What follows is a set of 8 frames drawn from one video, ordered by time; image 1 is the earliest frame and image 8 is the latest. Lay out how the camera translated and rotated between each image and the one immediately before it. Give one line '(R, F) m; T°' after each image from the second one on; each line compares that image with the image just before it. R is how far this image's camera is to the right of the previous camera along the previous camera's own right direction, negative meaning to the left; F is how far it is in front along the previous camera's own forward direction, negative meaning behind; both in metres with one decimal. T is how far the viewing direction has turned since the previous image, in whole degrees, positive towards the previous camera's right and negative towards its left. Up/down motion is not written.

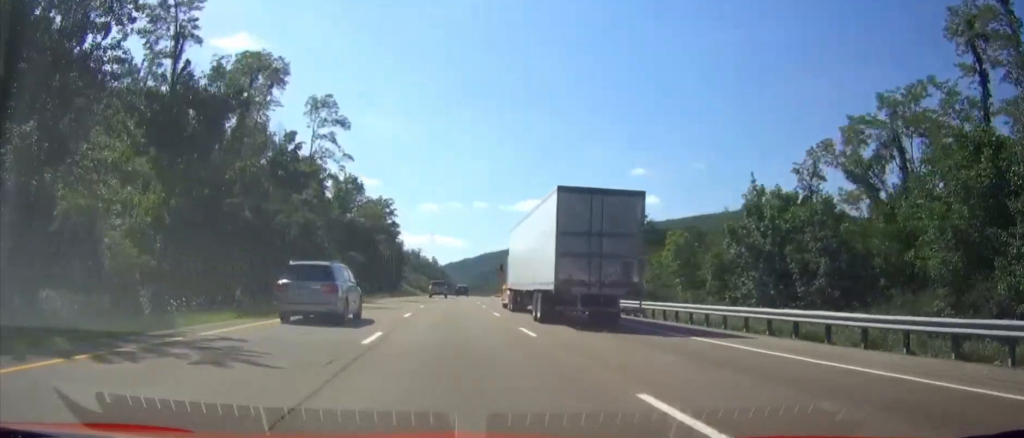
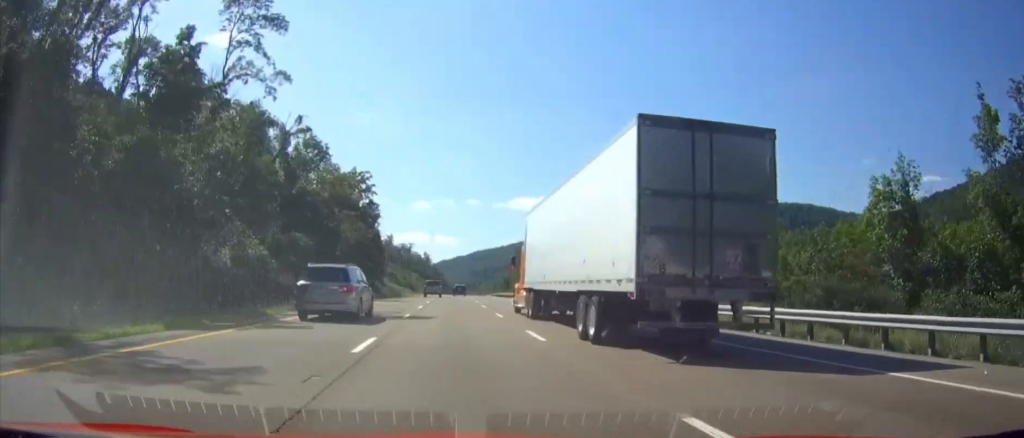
(+0.2, +25.7) m; +1°
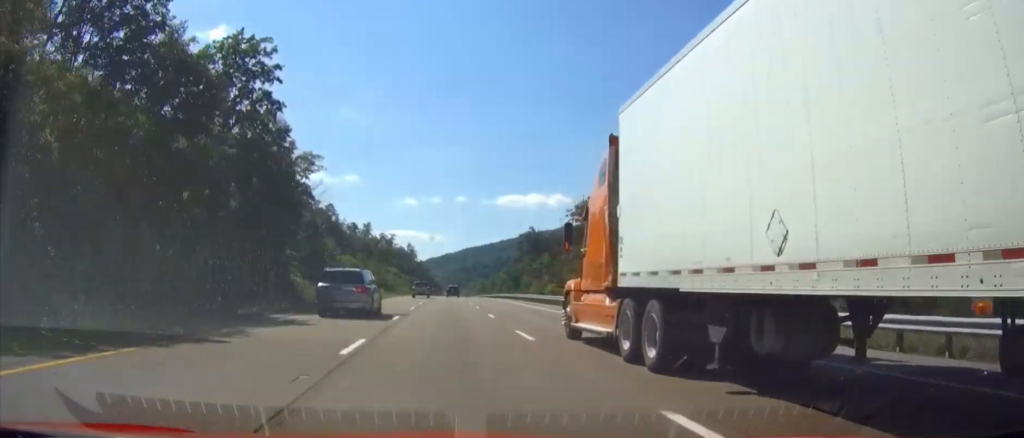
(+0.8, +48.7) m; +1°
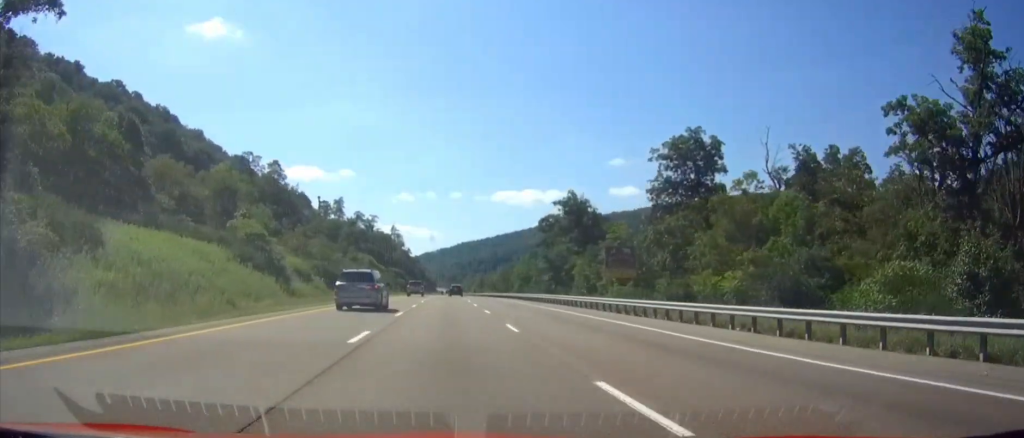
(0.0, +58.6) m; 0°
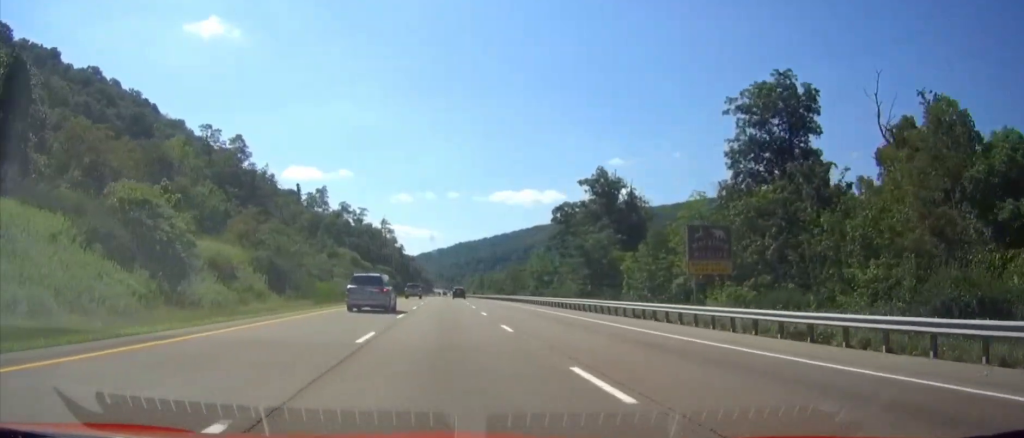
(+0.1, +23.1) m; 0°
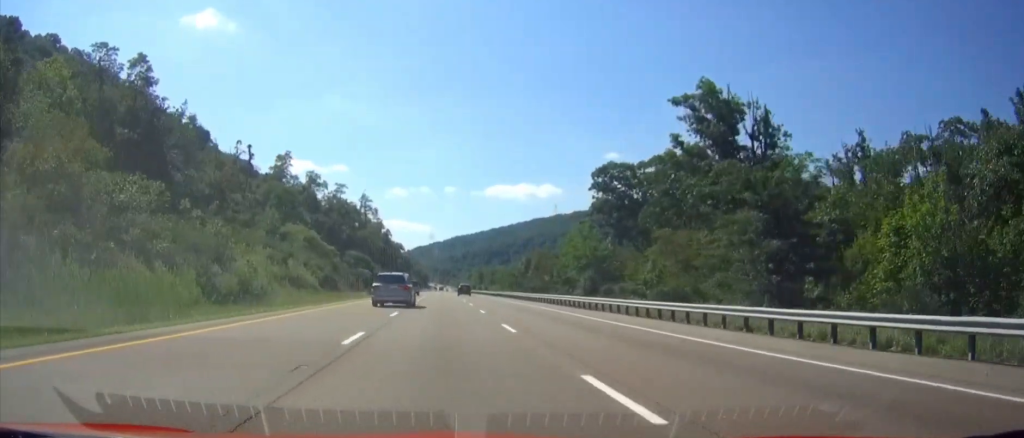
(+0.2, +37.9) m; 0°
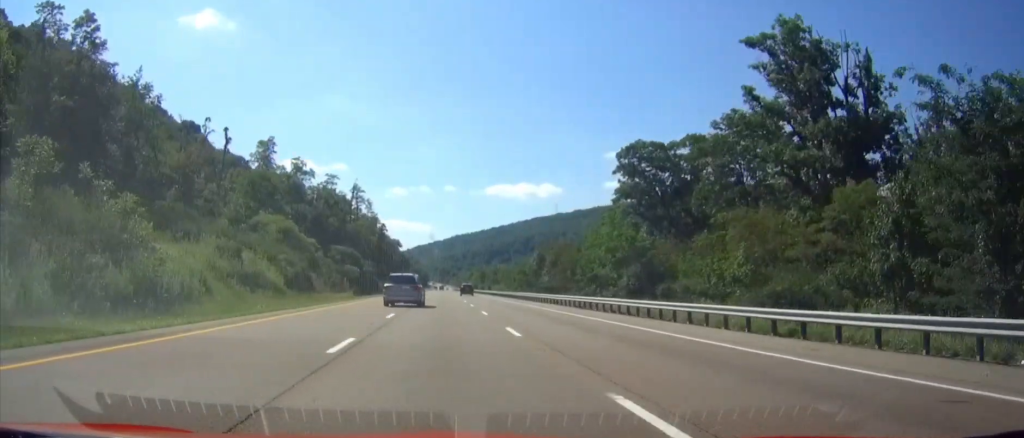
(0.0, +13.7) m; 0°
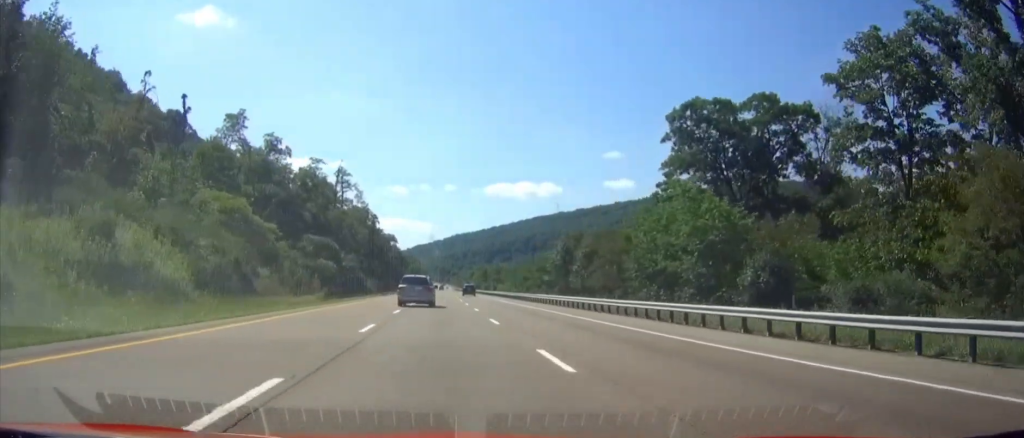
(0.0, +18.9) m; 0°
